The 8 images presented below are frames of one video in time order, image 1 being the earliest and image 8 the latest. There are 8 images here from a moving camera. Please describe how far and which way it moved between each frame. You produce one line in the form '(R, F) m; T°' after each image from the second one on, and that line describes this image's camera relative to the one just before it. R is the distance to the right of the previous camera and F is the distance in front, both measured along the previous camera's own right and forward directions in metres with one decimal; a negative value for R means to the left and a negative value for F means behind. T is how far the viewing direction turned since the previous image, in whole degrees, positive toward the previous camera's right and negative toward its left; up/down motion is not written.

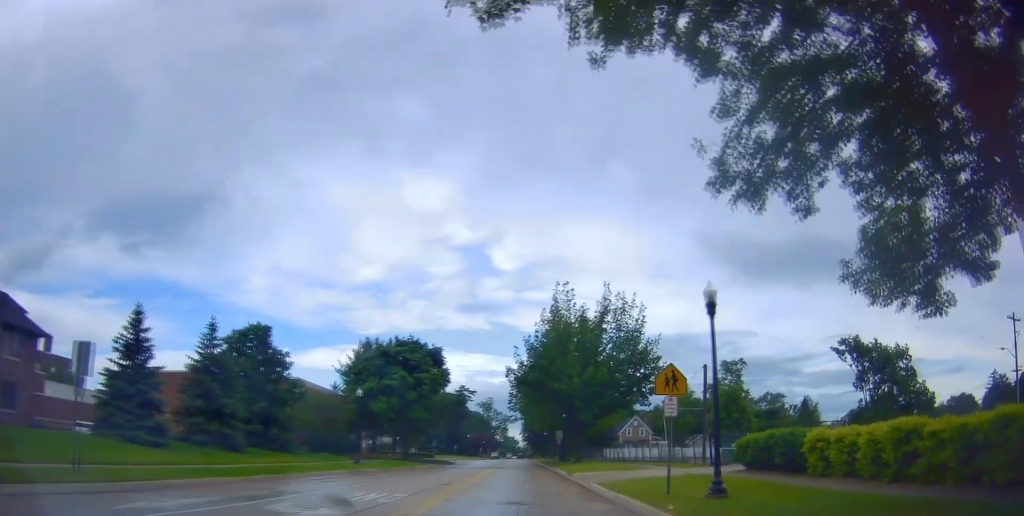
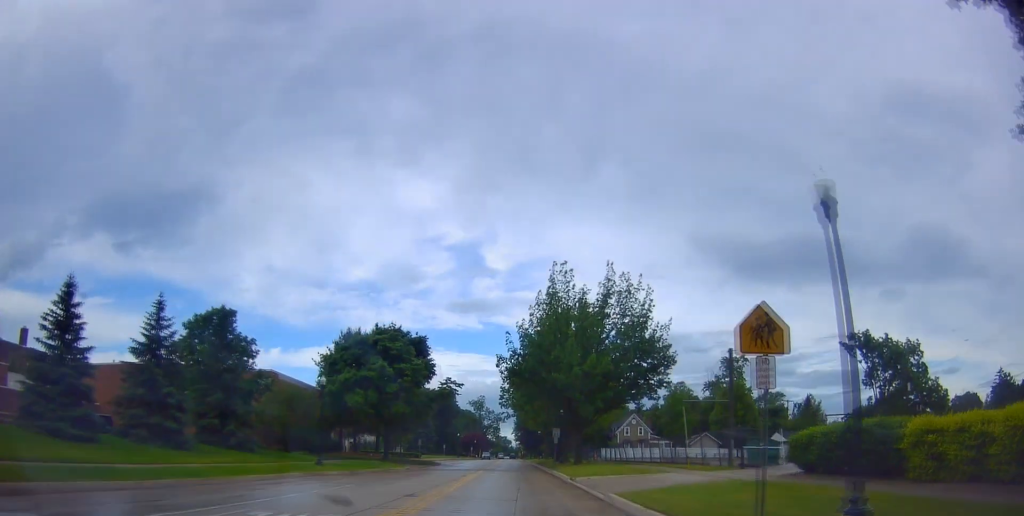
(+0.4, +4.5) m; +6°
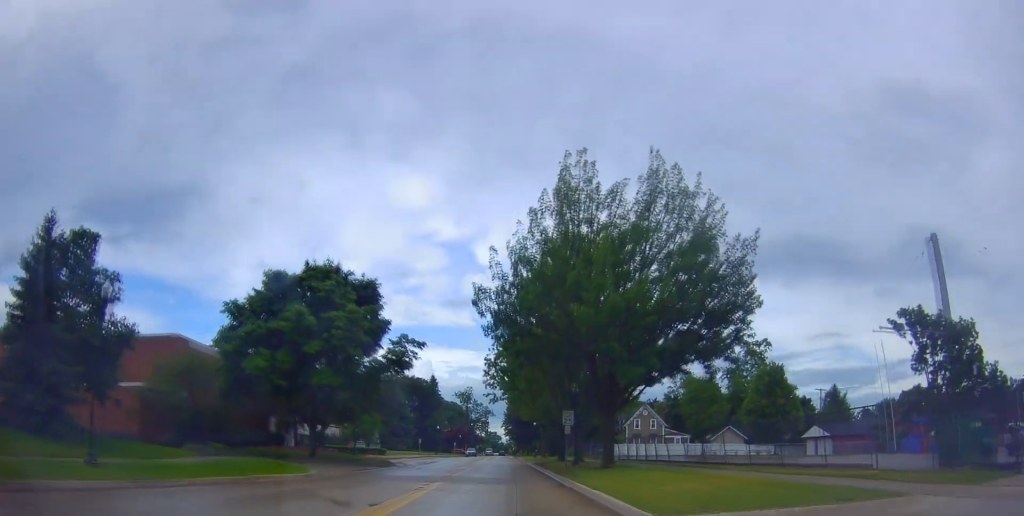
(+0.4, +14.2) m; +2°
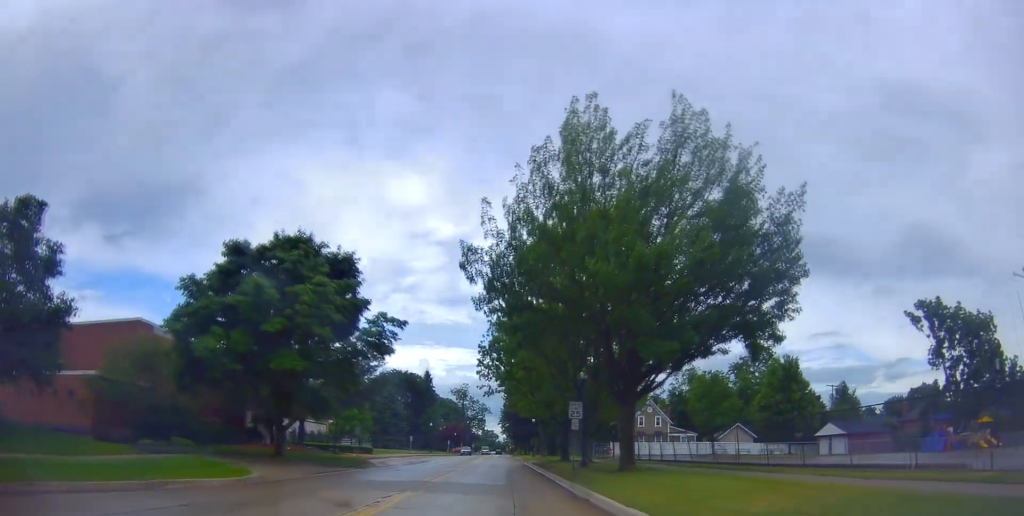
(0.0, +4.6) m; -1°
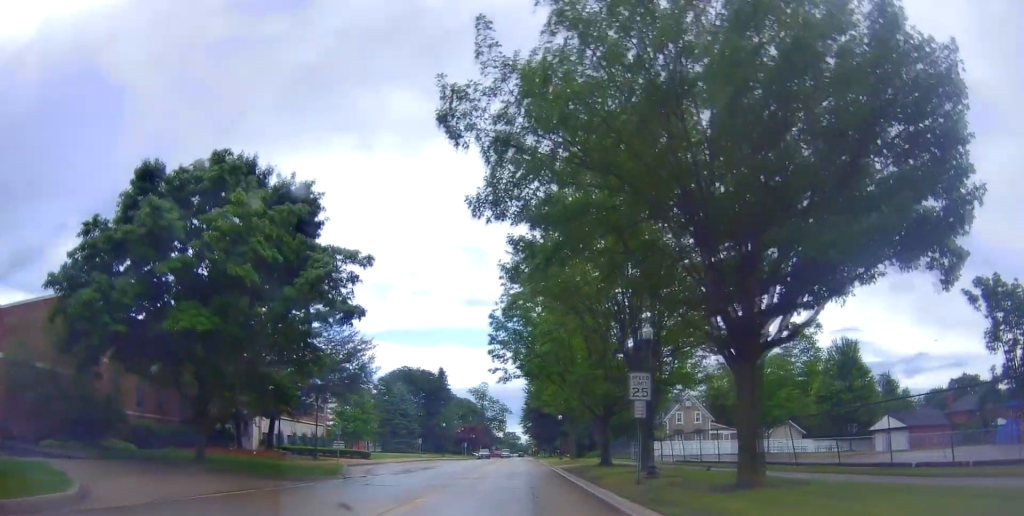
(-0.4, +9.9) m; -5°
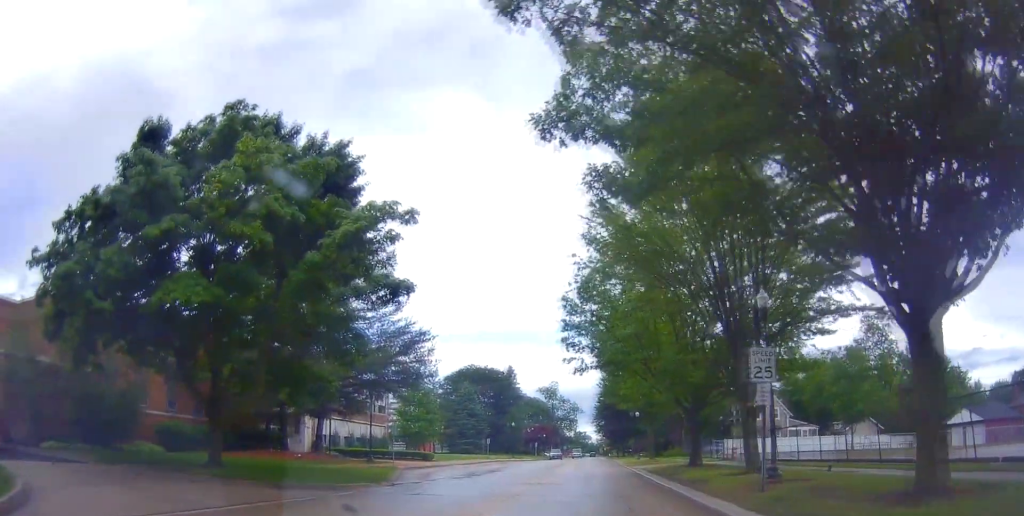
(-0.1, +4.4) m; -4°
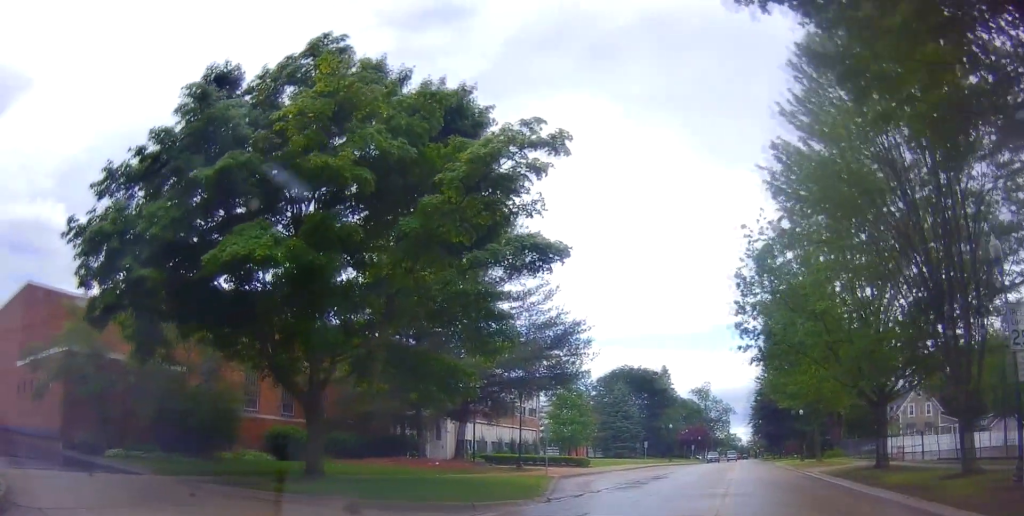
(+0.1, +5.2) m; -6°
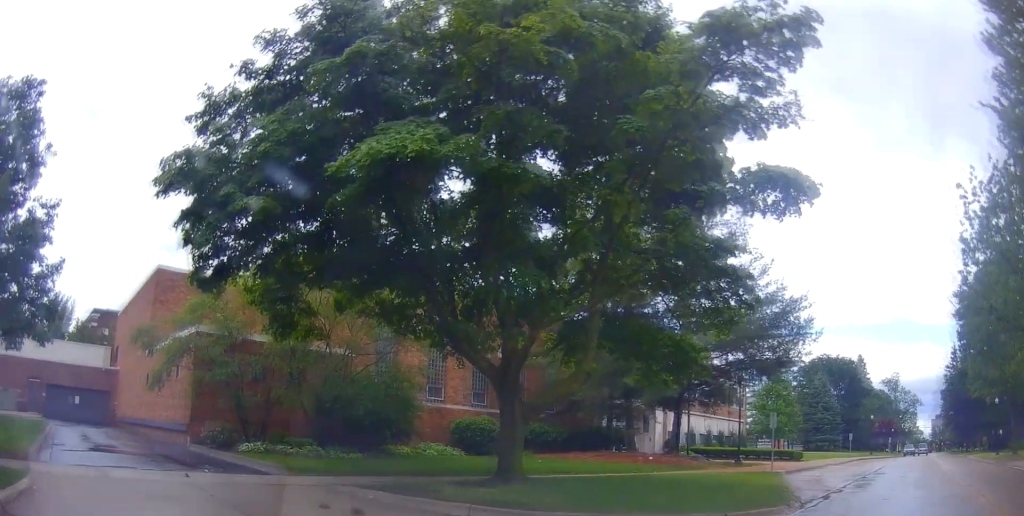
(-0.6, +4.1) m; -14°
